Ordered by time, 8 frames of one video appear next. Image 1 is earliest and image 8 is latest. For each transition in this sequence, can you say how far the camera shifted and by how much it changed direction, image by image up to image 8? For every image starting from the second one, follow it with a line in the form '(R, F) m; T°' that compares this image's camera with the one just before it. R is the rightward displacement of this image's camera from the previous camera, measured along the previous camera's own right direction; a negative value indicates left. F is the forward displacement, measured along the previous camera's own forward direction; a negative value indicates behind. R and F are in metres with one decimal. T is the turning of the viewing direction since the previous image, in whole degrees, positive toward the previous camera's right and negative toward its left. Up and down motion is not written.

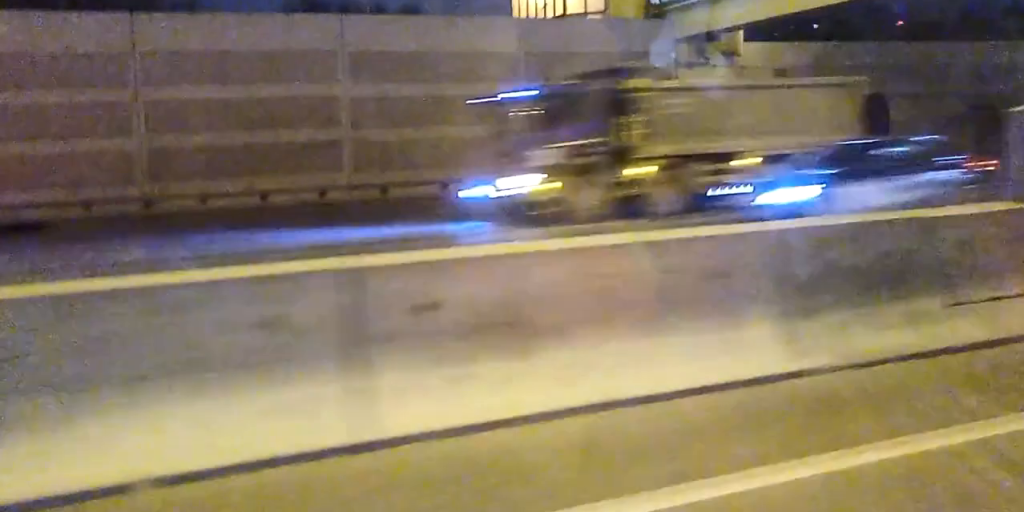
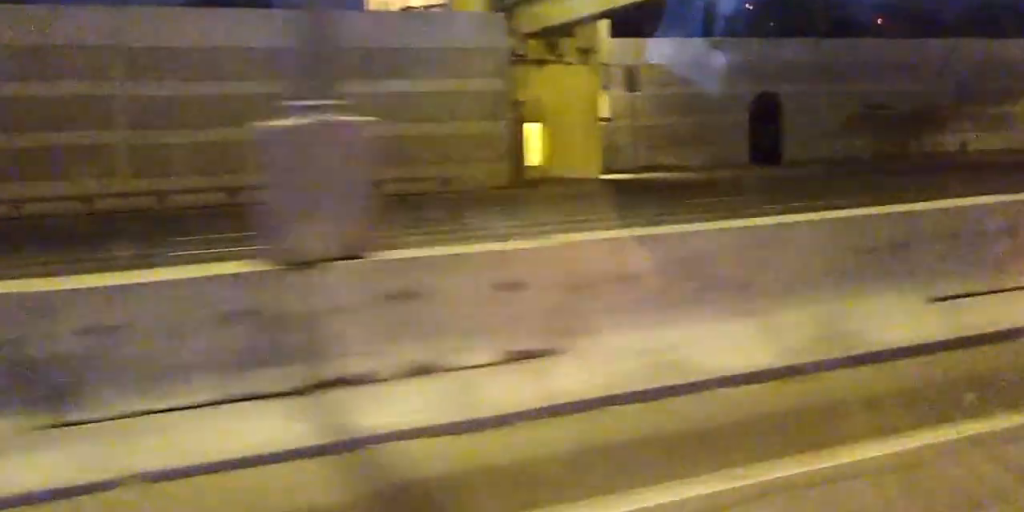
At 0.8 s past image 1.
(-0.1, +5.1) m; 0°
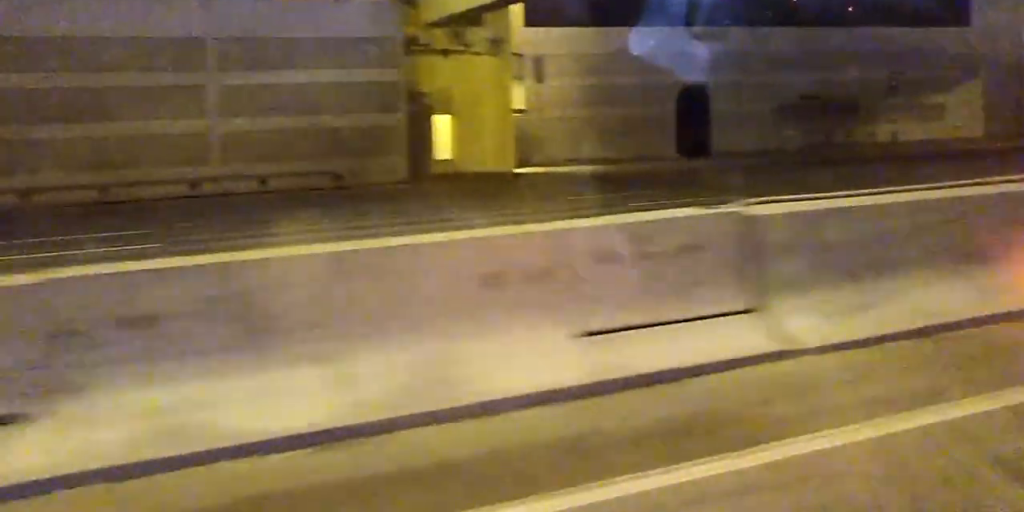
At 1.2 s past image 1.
(-0.1, +2.9) m; +1°
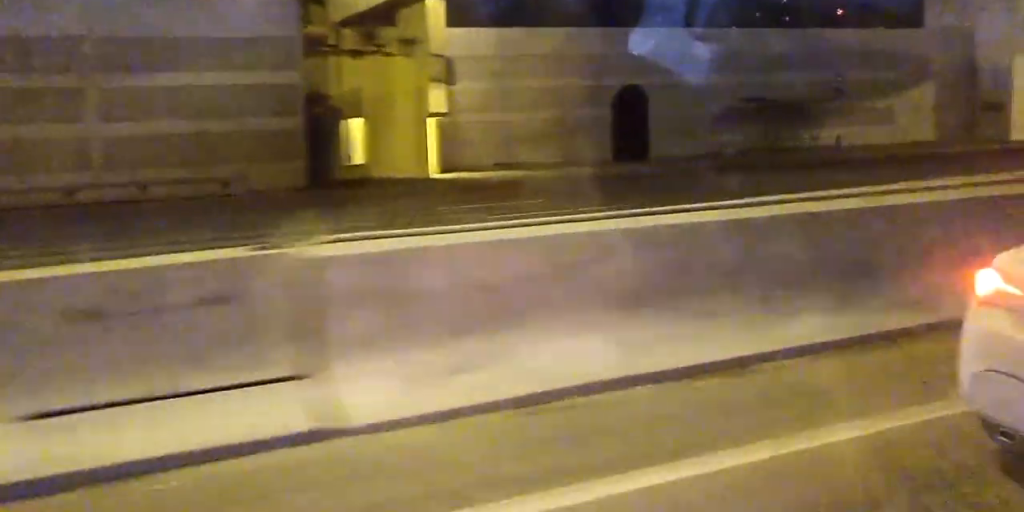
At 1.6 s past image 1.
(0.0, +3.0) m; 0°
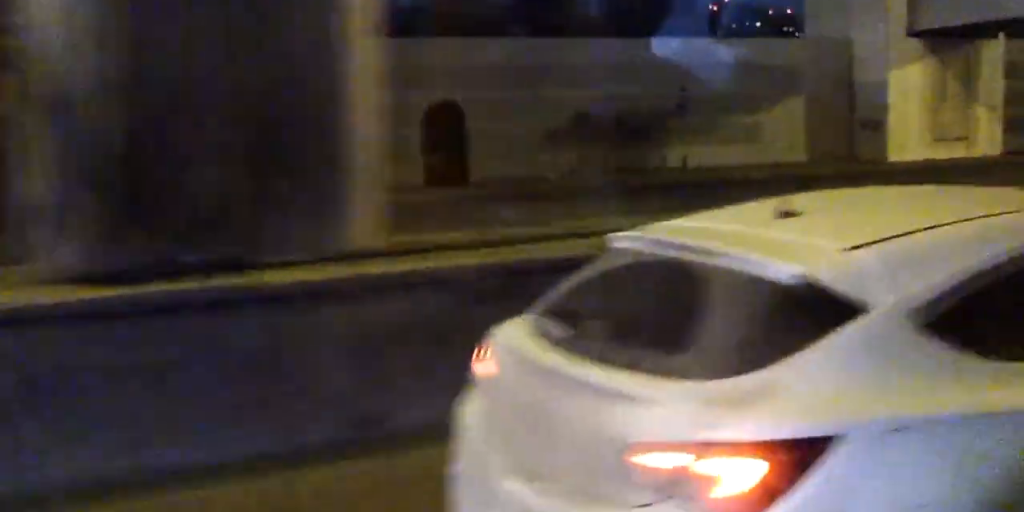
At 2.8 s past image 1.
(+0.2, +9.2) m; -1°
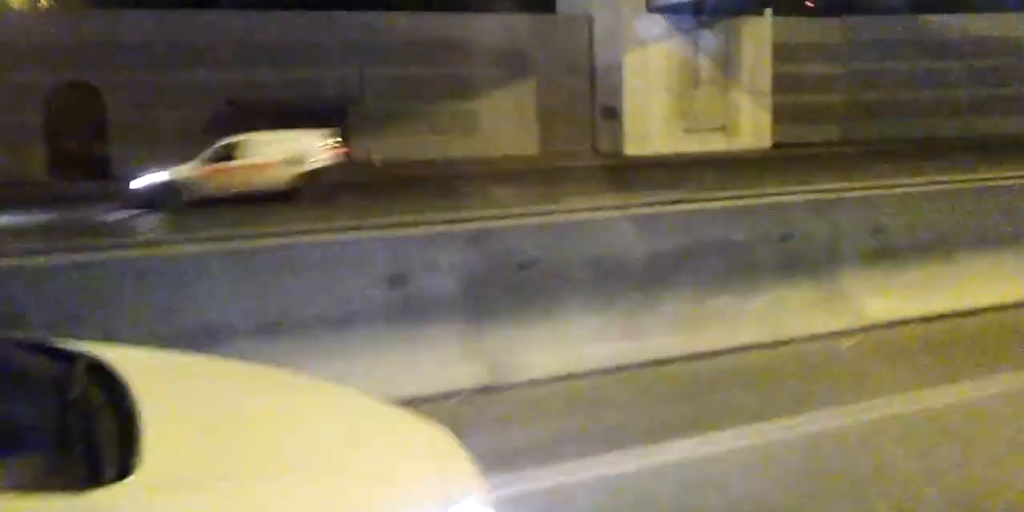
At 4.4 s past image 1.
(-0.4, +12.8) m; +1°
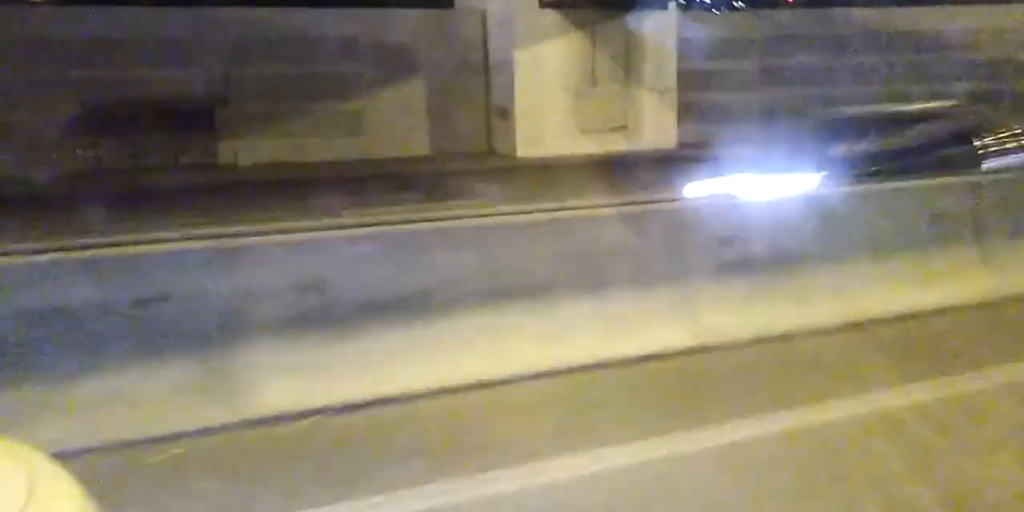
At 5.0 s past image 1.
(+0.3, +4.2) m; -1°
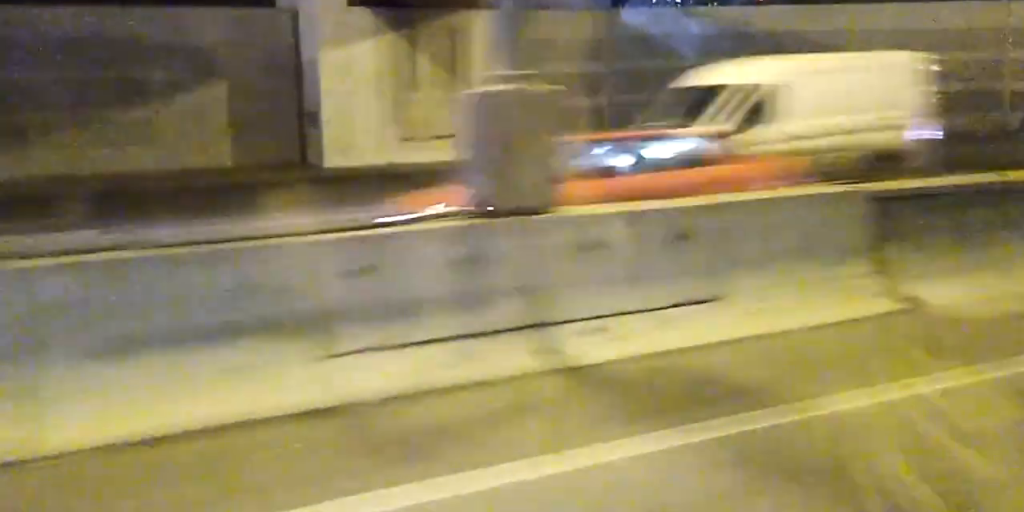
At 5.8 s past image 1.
(0.0, +6.6) m; -1°
